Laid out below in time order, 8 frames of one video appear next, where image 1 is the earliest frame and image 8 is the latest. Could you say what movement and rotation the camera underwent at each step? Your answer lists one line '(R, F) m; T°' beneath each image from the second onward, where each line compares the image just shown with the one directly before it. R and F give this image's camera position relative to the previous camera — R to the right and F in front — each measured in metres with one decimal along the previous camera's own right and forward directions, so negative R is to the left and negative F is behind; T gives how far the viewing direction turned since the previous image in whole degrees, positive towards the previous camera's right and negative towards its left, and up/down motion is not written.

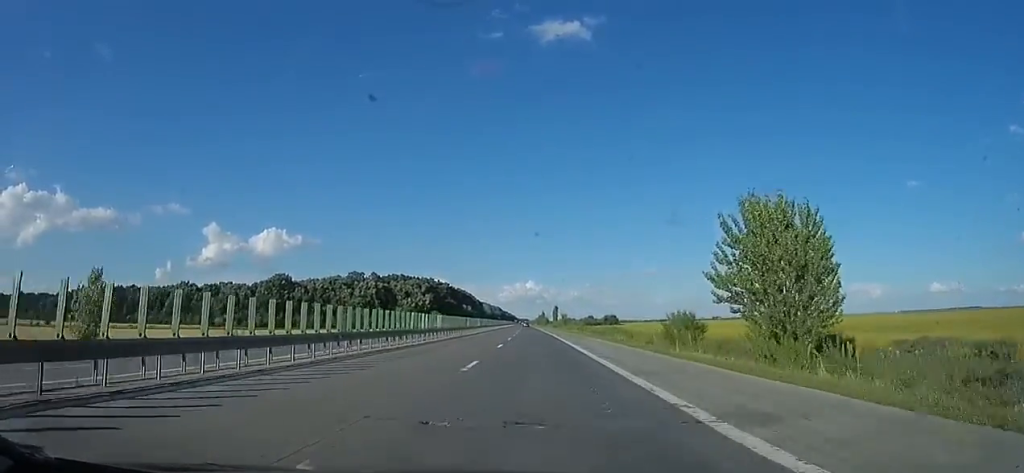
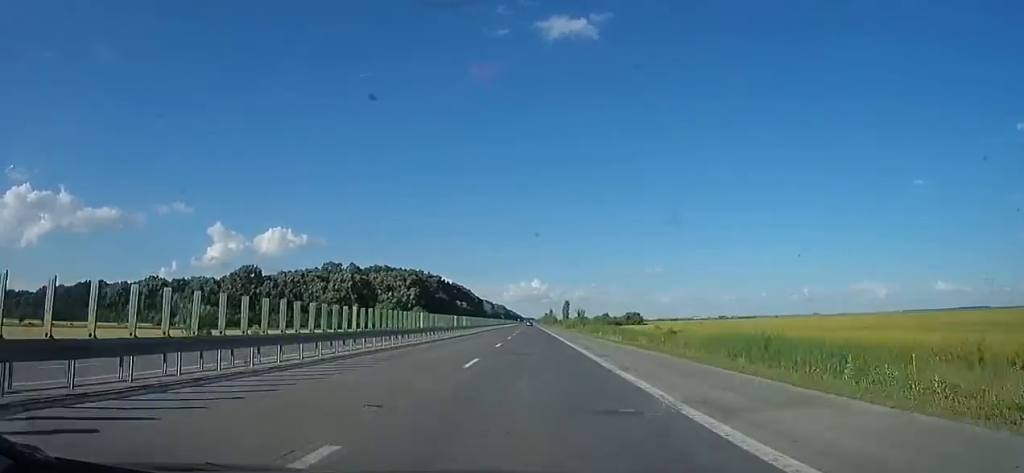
(-1.1, +35.2) m; -2°
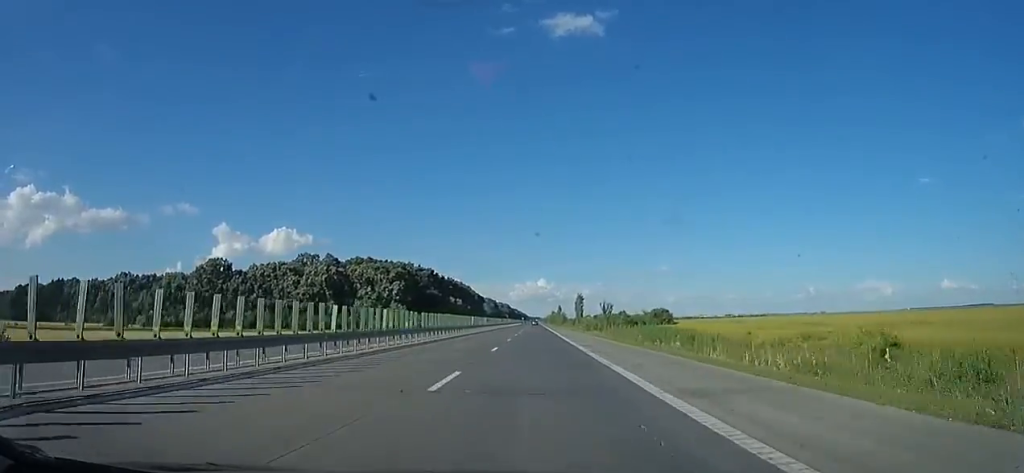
(+0.1, +28.2) m; 0°
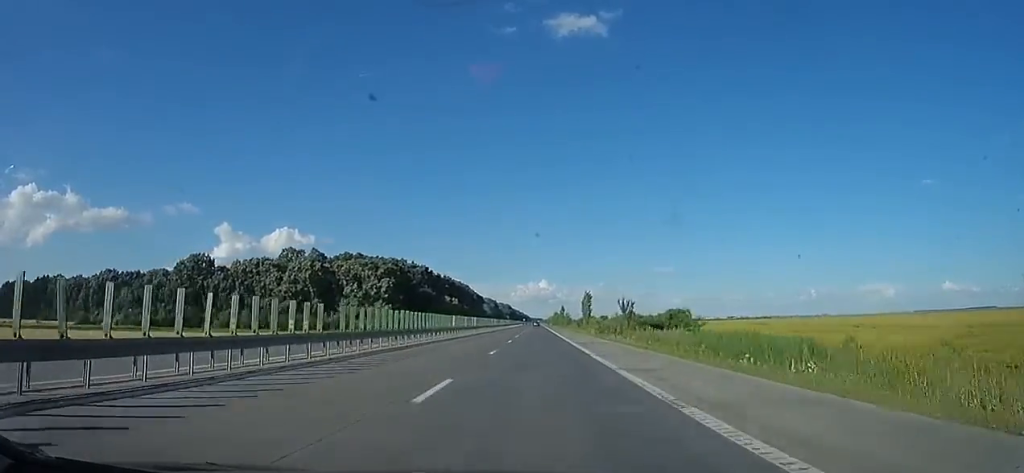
(+0.4, +13.3) m; 0°
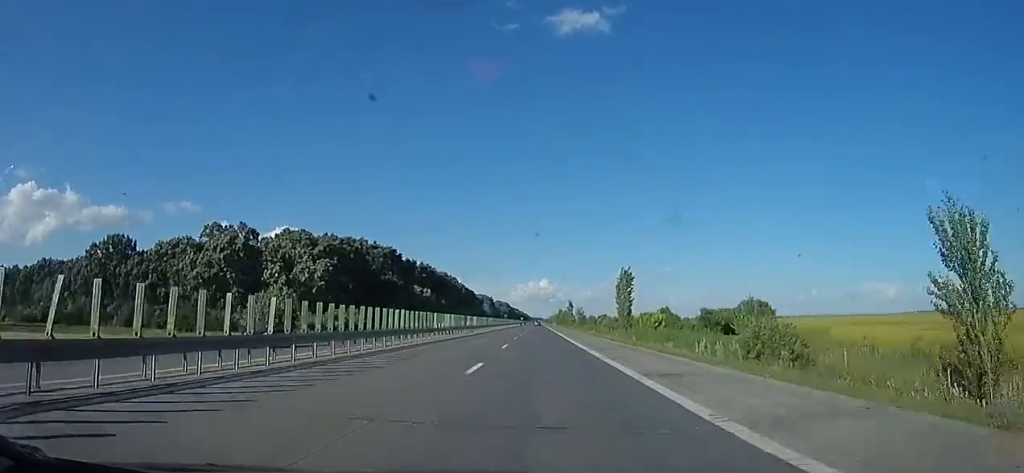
(-0.5, +43.4) m; 0°
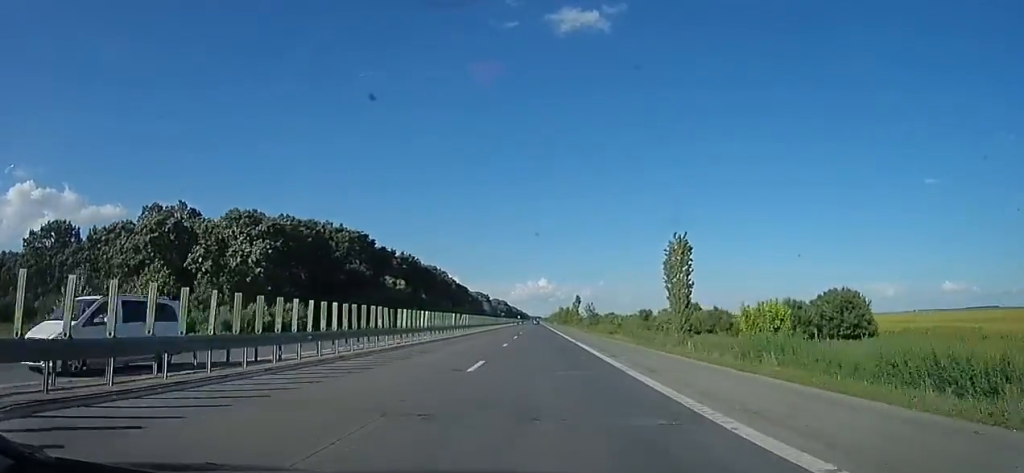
(+0.5, +24.0) m; -1°
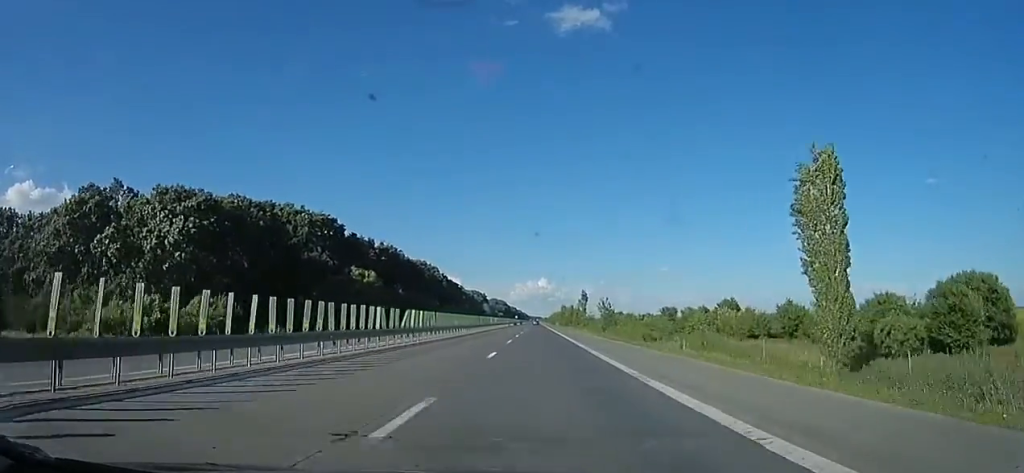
(-0.7, +19.2) m; -1°
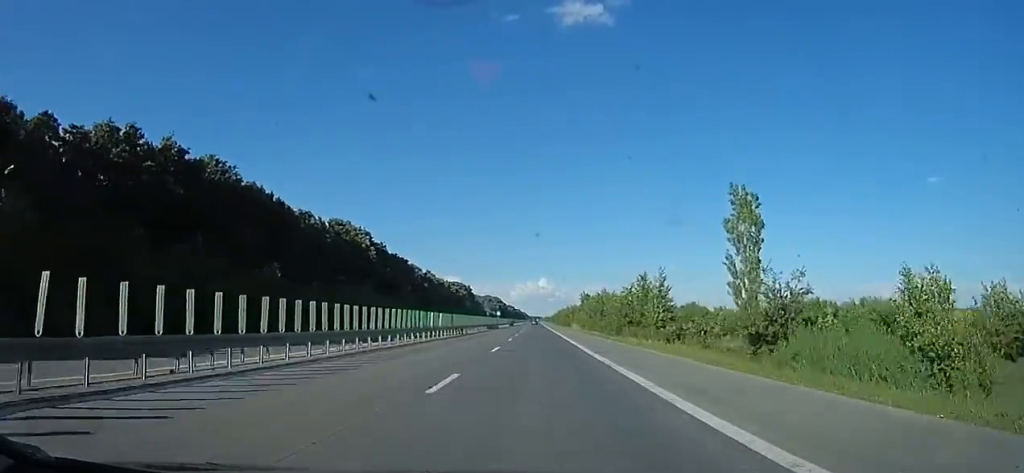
(+2.8, +79.8) m; +2°
